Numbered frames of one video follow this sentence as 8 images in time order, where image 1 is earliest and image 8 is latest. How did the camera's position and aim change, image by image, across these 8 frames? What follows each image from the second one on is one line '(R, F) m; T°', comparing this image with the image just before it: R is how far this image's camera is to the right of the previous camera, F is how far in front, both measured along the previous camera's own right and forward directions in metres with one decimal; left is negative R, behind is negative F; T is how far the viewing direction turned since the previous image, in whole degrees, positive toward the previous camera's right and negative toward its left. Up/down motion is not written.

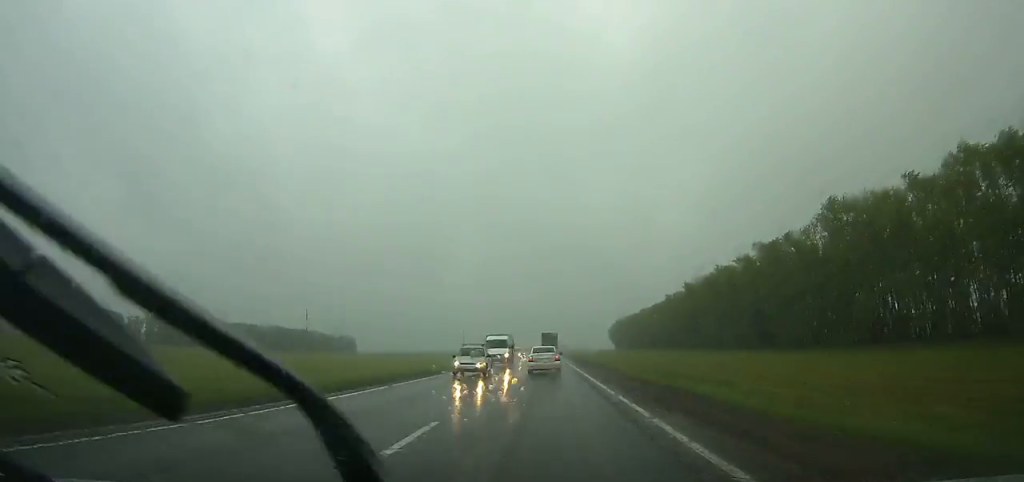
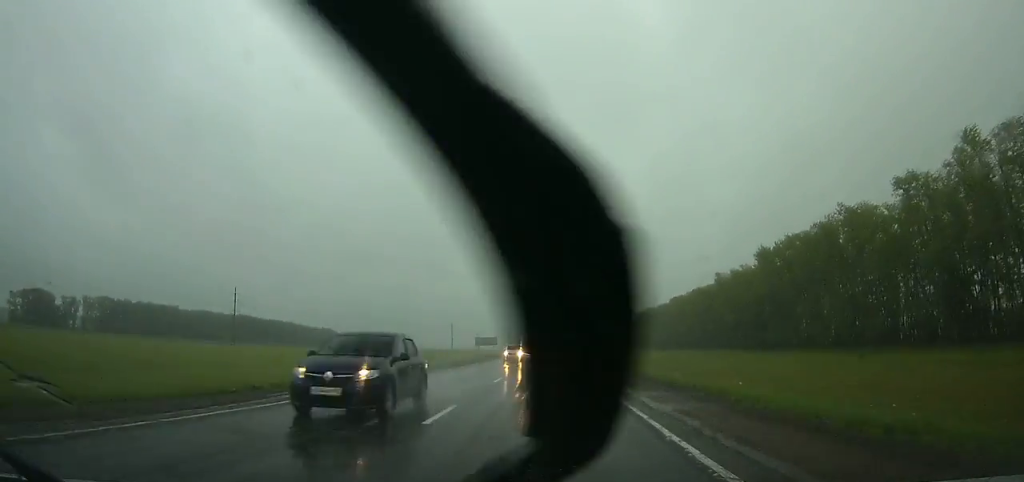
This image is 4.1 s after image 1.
(-0.1, +68.7) m; 0°
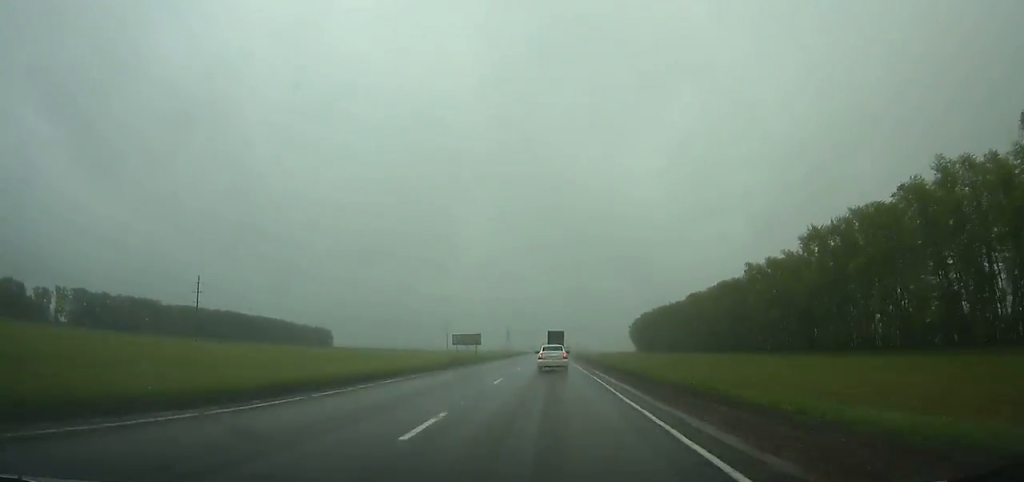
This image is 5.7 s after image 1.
(0.0, +26.4) m; 0°
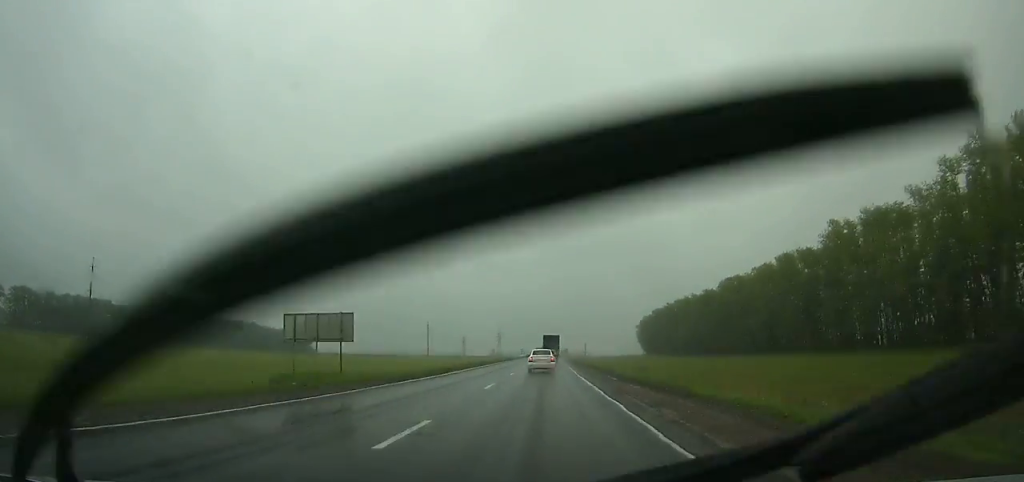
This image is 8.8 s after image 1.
(+0.1, +50.7) m; 0°
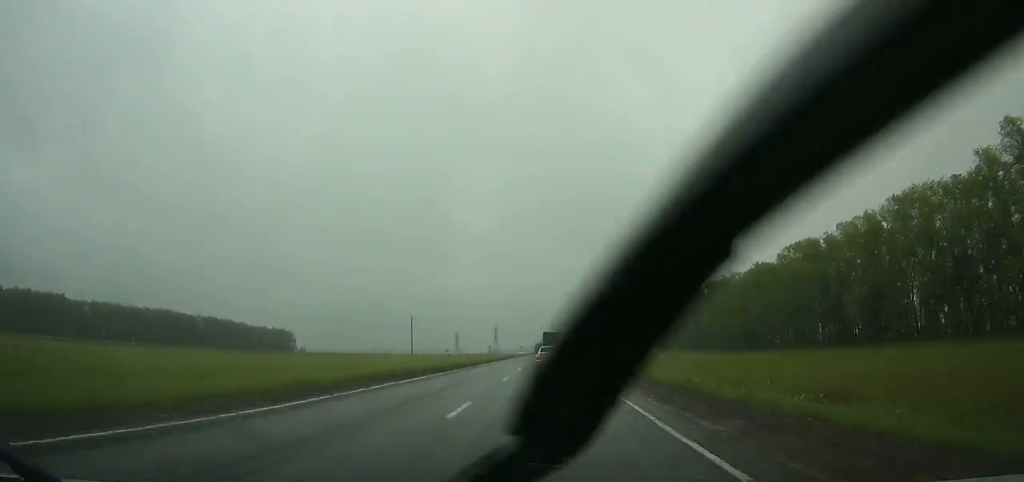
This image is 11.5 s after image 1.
(0.0, +44.1) m; 0°
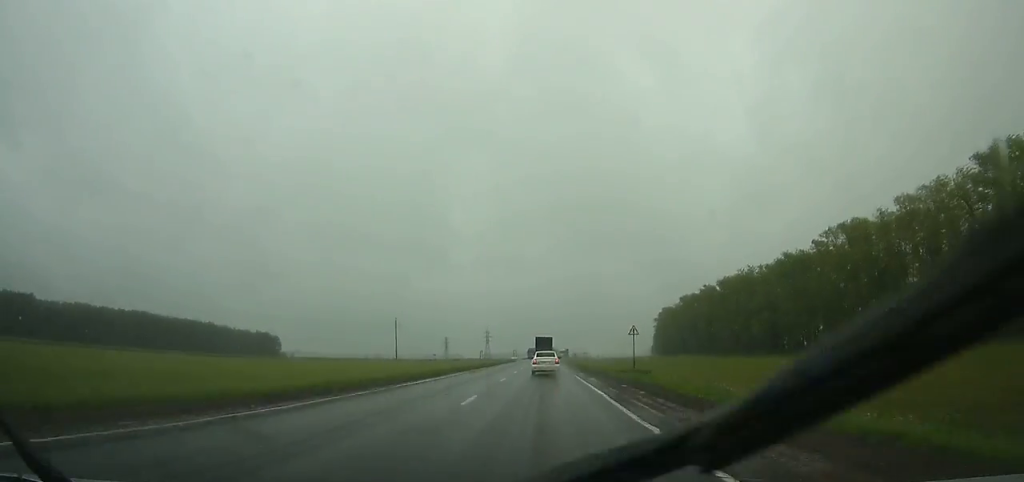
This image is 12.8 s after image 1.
(0.0, +21.2) m; 0°
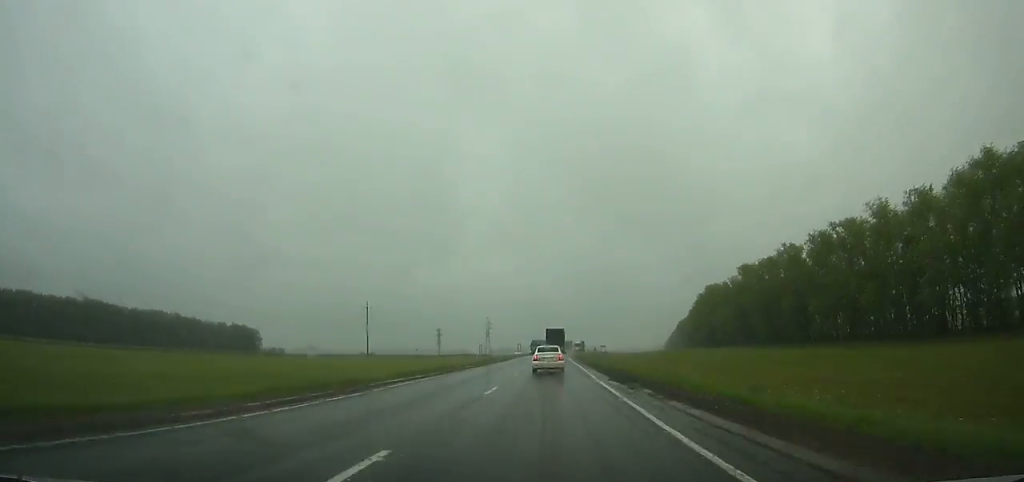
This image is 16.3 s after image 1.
(0.0, +56.0) m; 0°
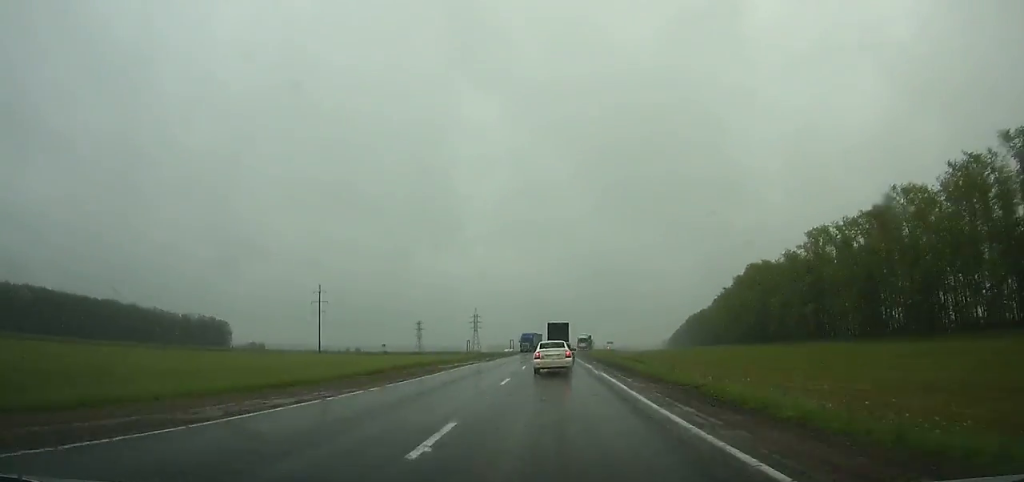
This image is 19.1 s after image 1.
(-0.2, +42.0) m; 0°
